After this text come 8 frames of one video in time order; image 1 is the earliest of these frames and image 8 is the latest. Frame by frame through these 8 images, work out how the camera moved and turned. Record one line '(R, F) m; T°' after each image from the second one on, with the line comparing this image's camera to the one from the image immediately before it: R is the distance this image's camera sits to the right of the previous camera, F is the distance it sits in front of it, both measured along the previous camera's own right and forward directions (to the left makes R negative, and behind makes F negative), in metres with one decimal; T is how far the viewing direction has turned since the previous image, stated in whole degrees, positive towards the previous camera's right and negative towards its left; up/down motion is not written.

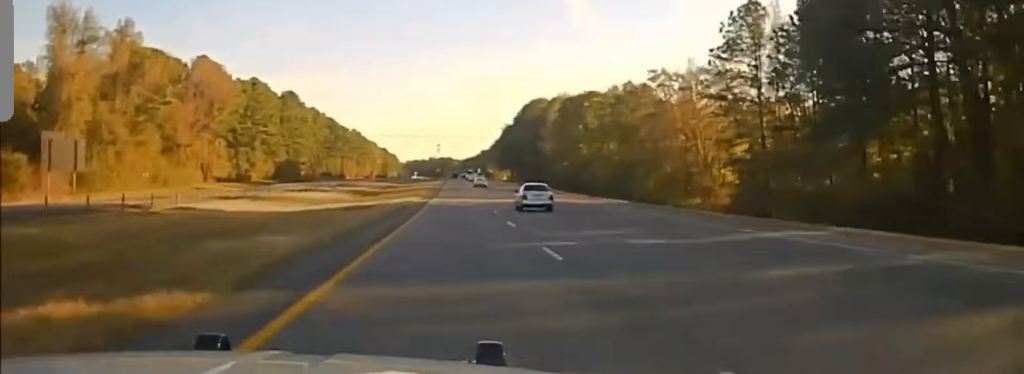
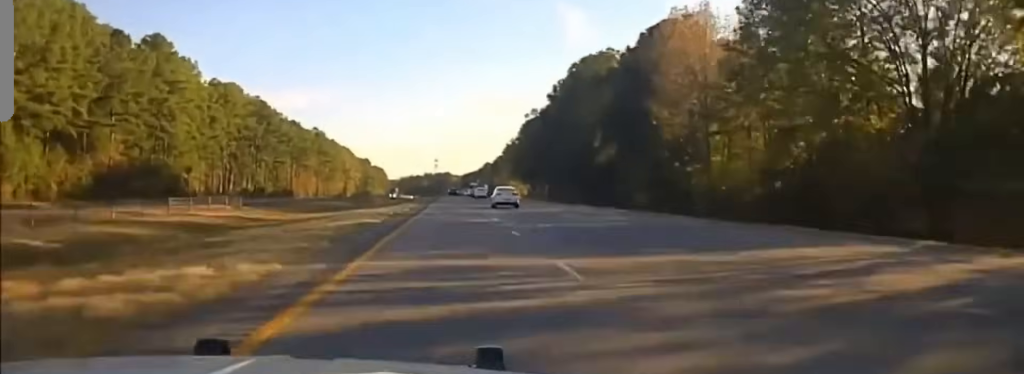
(+0.4, +113.4) m; 0°
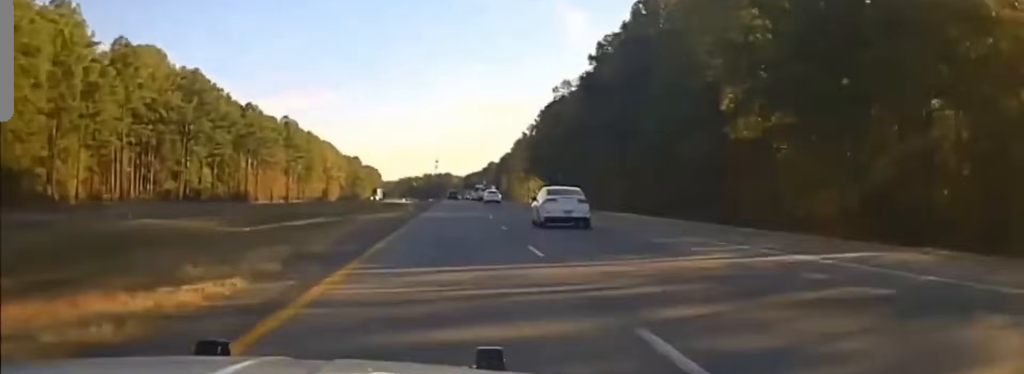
(-0.1, +57.6) m; 0°
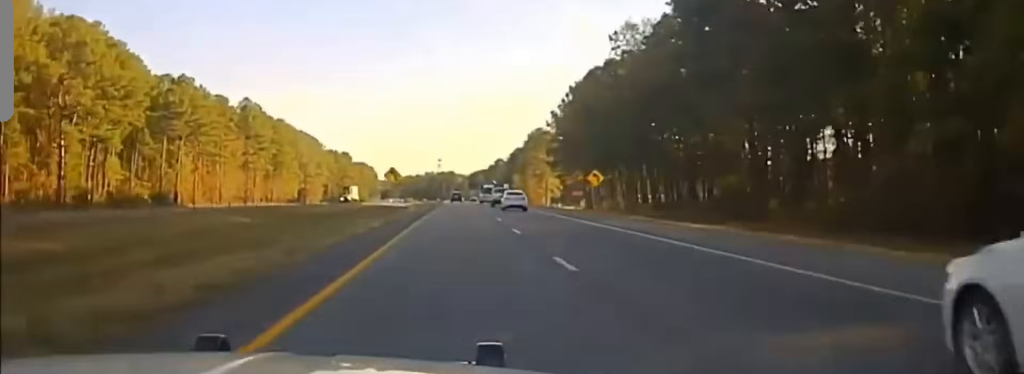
(-0.2, +48.3) m; 0°
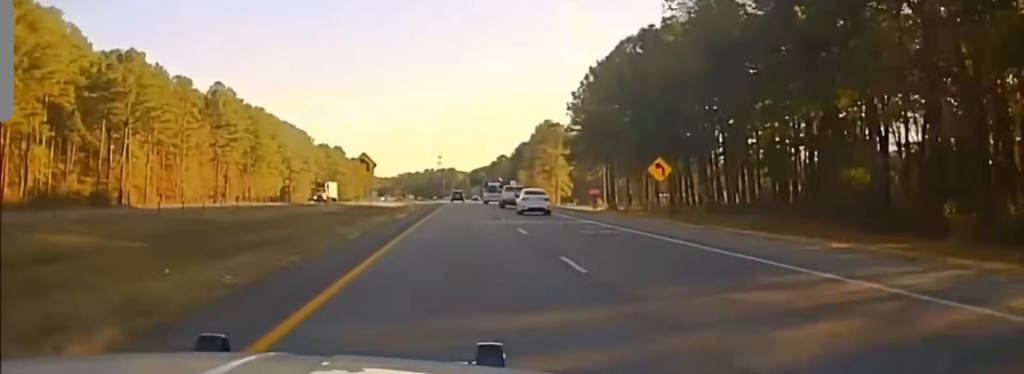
(0.0, +25.4) m; 0°
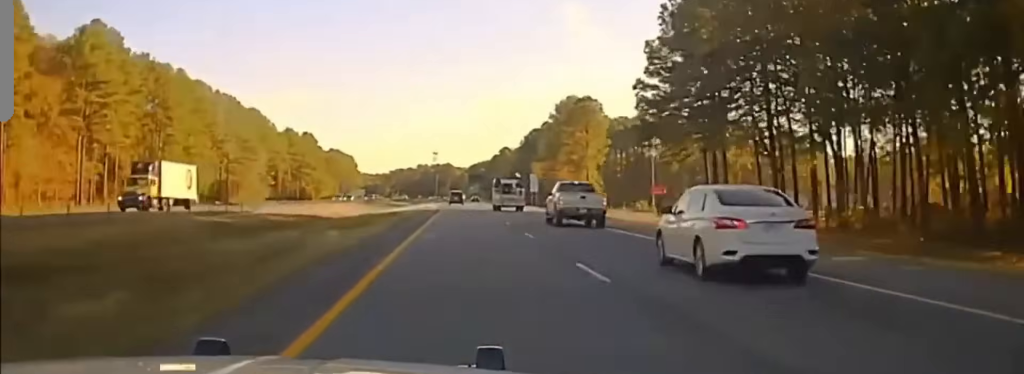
(0.0, +58.2) m; 0°
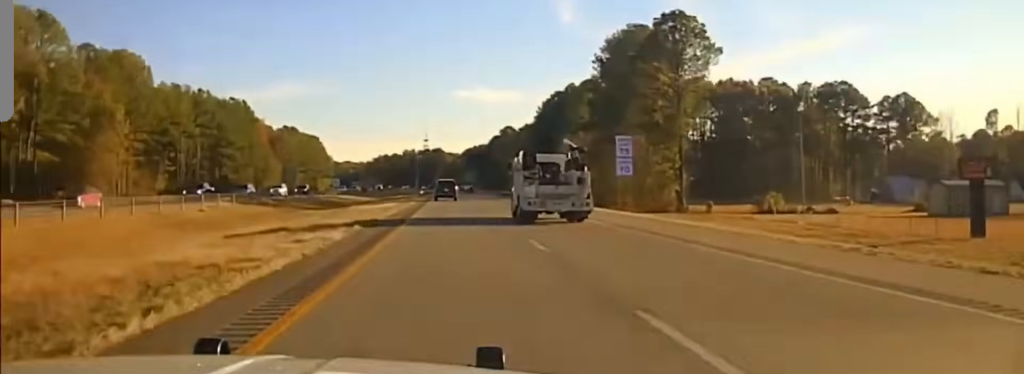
(+0.1, +79.5) m; 0°
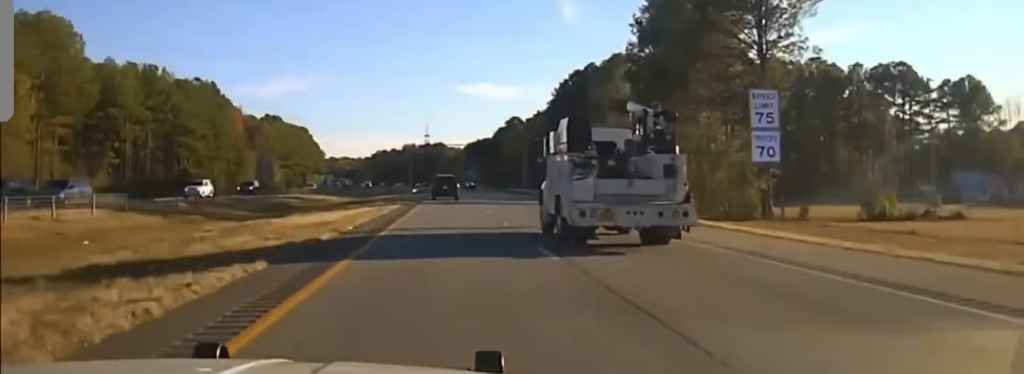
(-0.2, +25.1) m; 0°
